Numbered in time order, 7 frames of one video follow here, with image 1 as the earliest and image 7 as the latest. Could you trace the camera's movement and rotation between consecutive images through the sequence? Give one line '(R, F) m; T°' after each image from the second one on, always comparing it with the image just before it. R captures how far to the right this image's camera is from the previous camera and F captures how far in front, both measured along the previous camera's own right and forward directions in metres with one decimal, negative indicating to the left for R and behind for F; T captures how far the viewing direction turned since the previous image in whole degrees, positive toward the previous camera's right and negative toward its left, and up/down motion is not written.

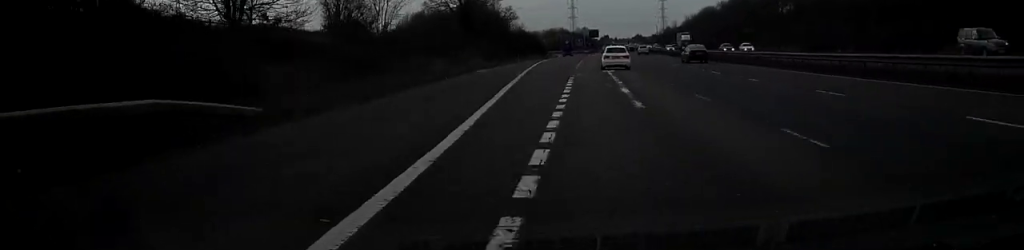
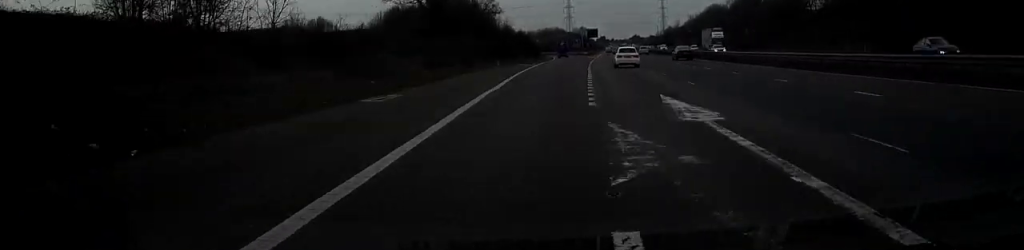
(+0.2, +28.2) m; 0°
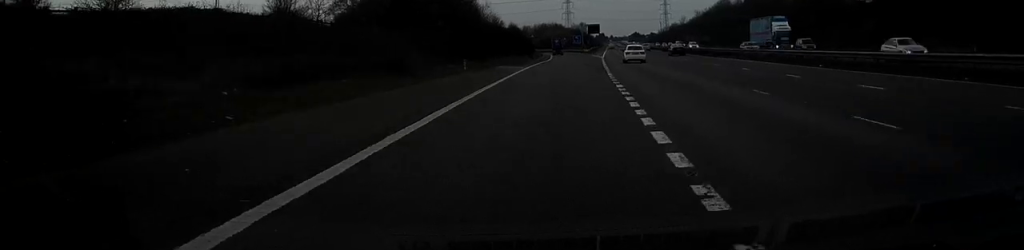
(+0.1, +25.3) m; +1°
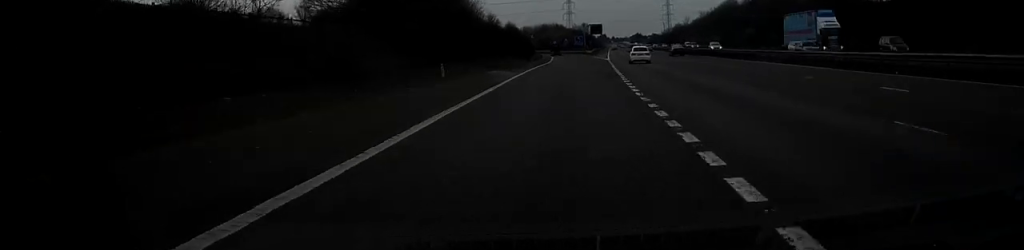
(+0.1, +9.9) m; 0°
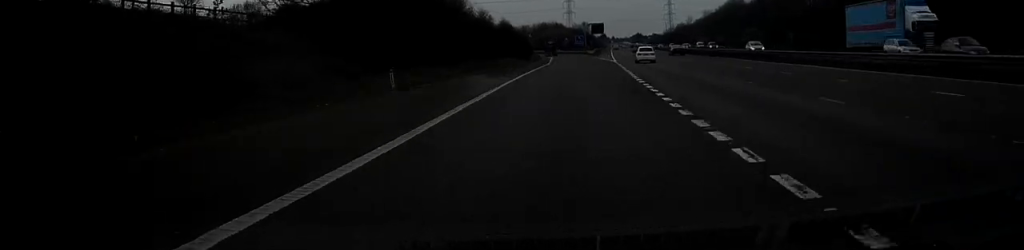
(+0.1, +12.0) m; 0°
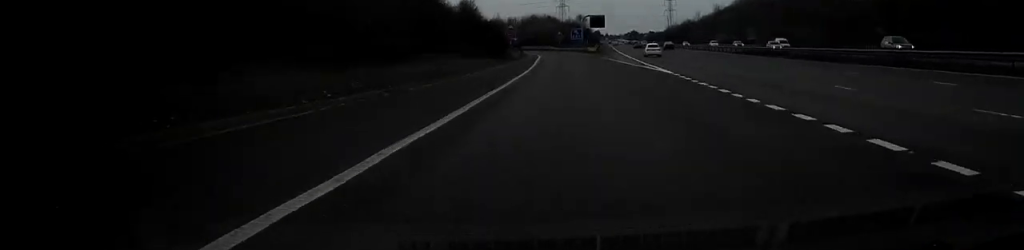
(0.0, +40.9) m; +1°
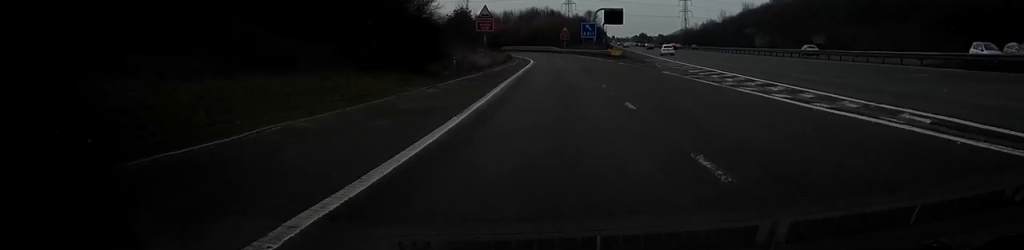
(+0.5, +46.0) m; 0°
